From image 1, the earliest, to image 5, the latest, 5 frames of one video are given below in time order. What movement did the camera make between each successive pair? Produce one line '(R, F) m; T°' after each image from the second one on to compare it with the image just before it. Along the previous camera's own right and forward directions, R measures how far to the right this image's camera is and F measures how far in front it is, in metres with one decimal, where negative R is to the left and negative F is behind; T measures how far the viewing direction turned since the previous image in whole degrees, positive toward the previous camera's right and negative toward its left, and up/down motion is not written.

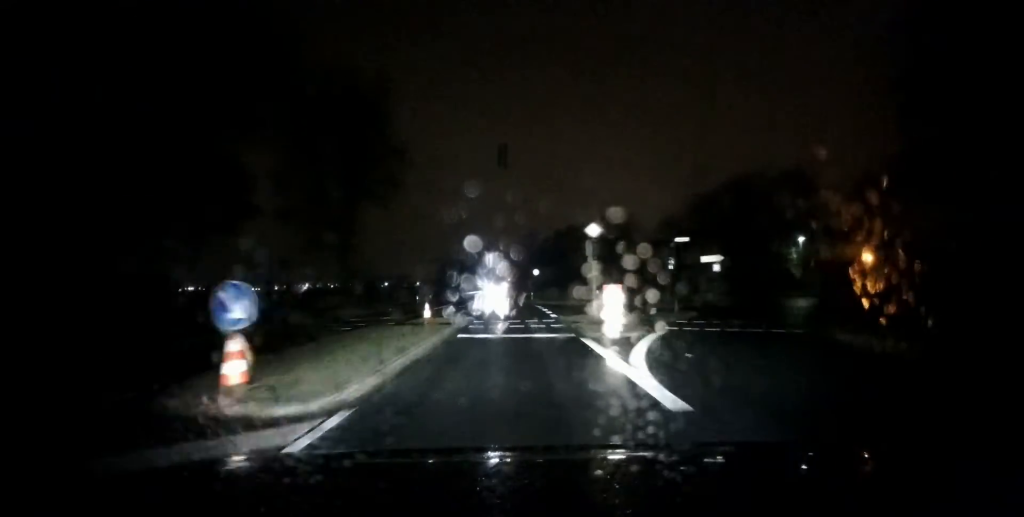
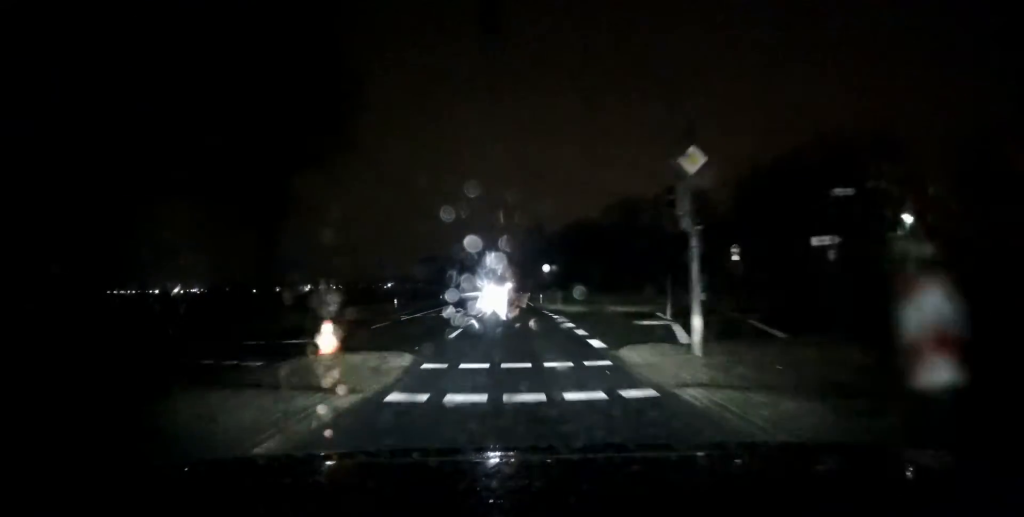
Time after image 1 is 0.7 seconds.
(-0.1, +12.9) m; -1°
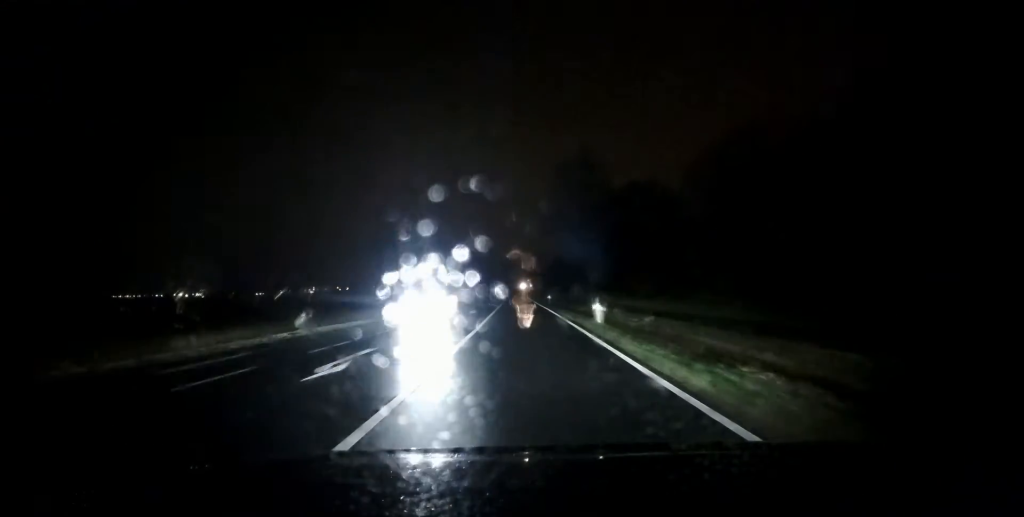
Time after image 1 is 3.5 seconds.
(-0.4, +53.9) m; -1°
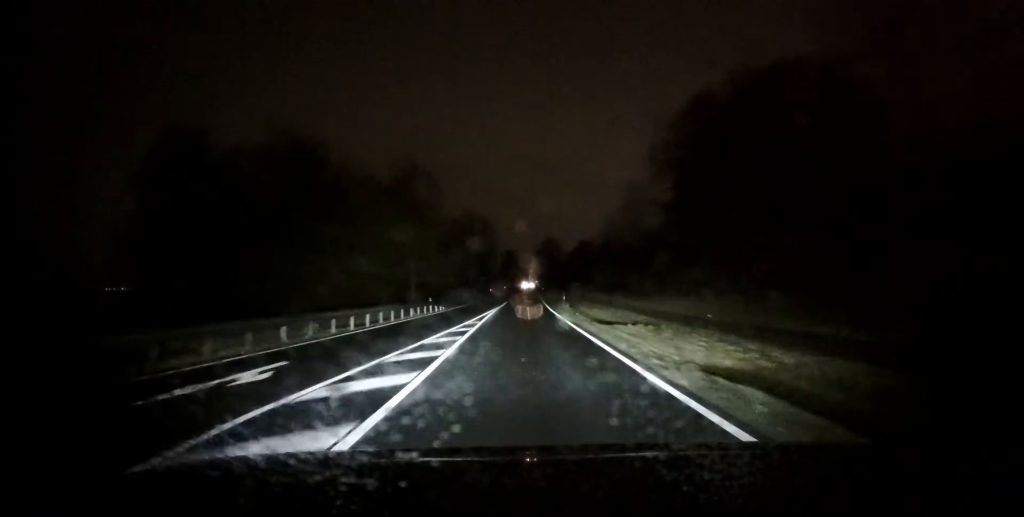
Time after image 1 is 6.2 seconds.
(+0.2, +53.9) m; 0°
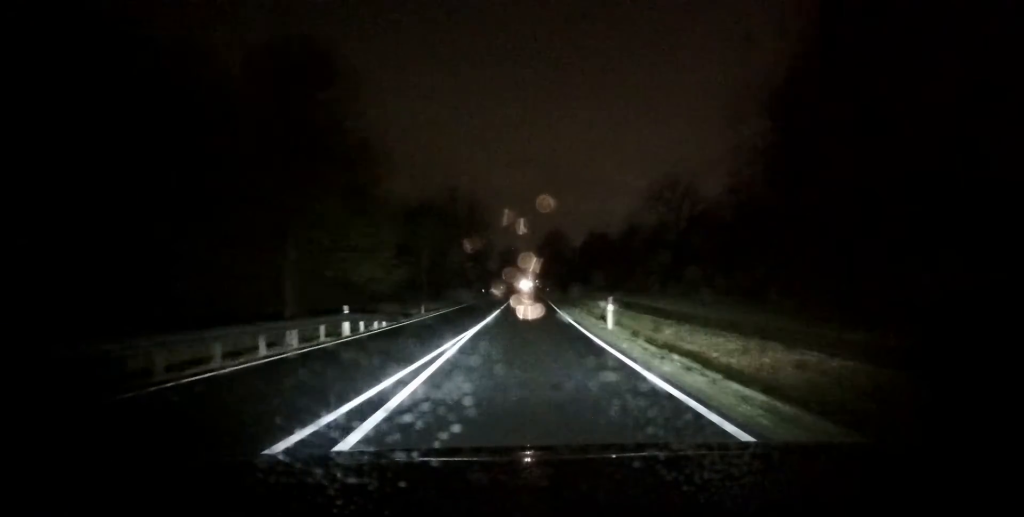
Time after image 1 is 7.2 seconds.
(+0.1, +19.2) m; +1°
